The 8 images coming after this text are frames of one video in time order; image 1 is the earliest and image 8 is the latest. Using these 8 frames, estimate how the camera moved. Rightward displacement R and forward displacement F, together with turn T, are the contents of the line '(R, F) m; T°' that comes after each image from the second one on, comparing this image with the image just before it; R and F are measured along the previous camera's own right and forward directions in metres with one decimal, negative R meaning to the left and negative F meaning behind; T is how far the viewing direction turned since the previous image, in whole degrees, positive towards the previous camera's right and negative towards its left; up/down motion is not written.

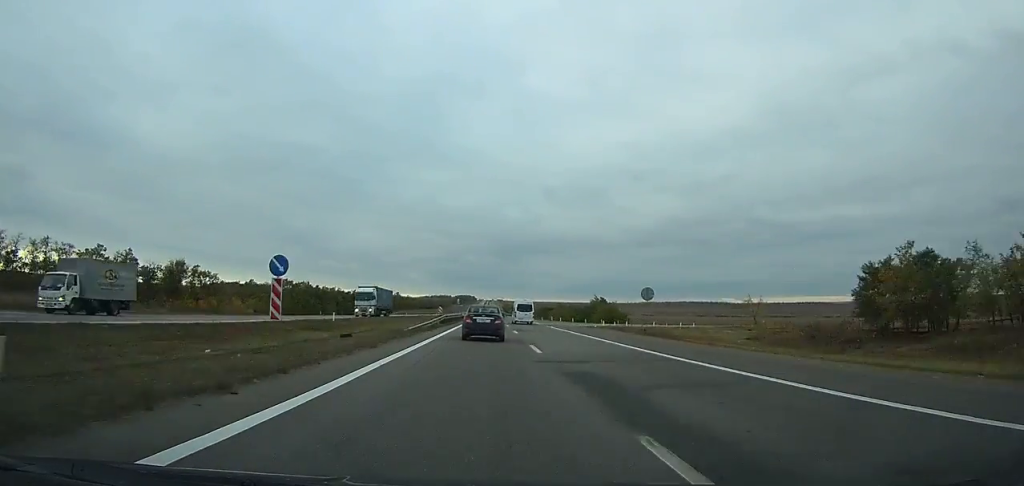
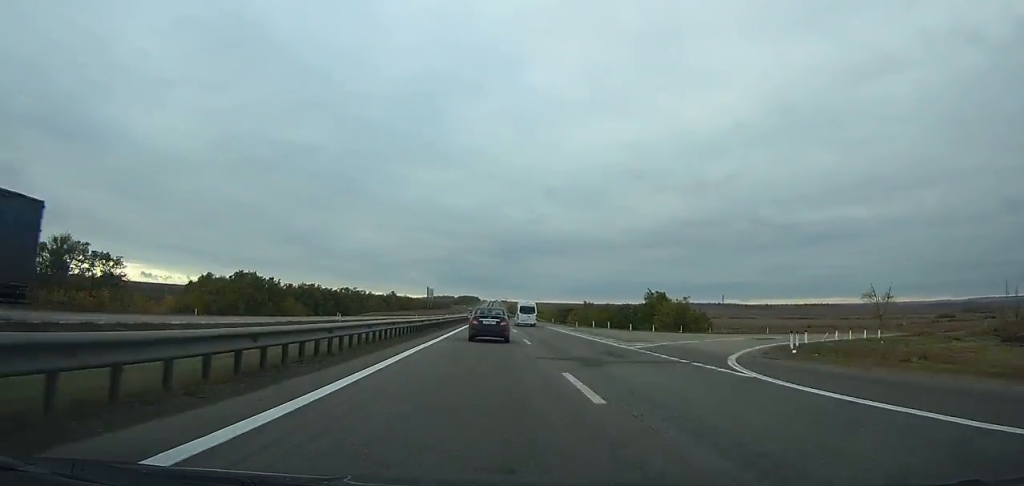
(+0.1, +42.4) m; 0°
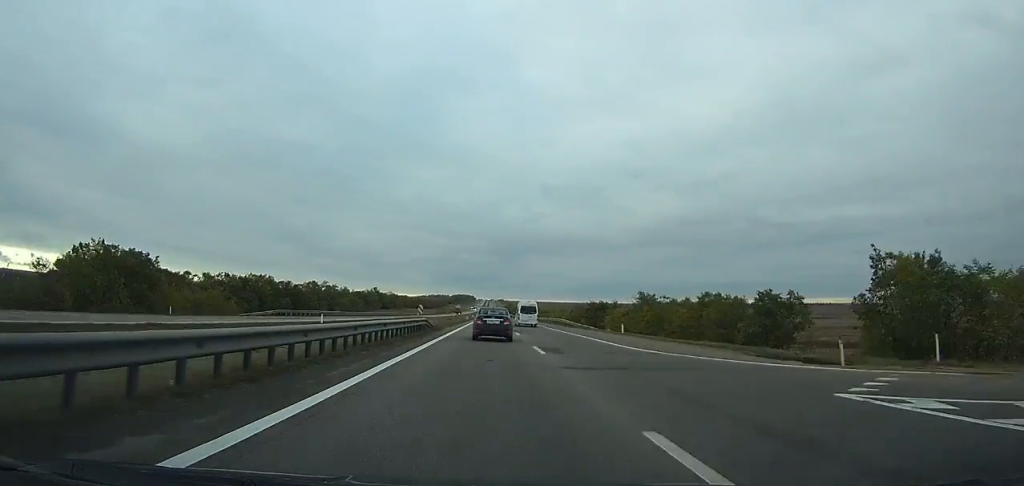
(-0.1, +52.5) m; 0°
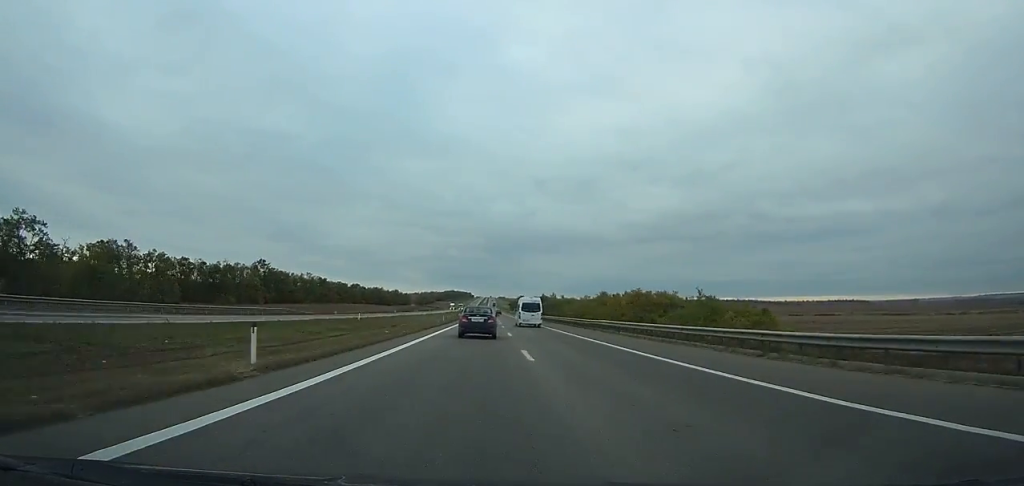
(-0.1, +194.8) m; 0°
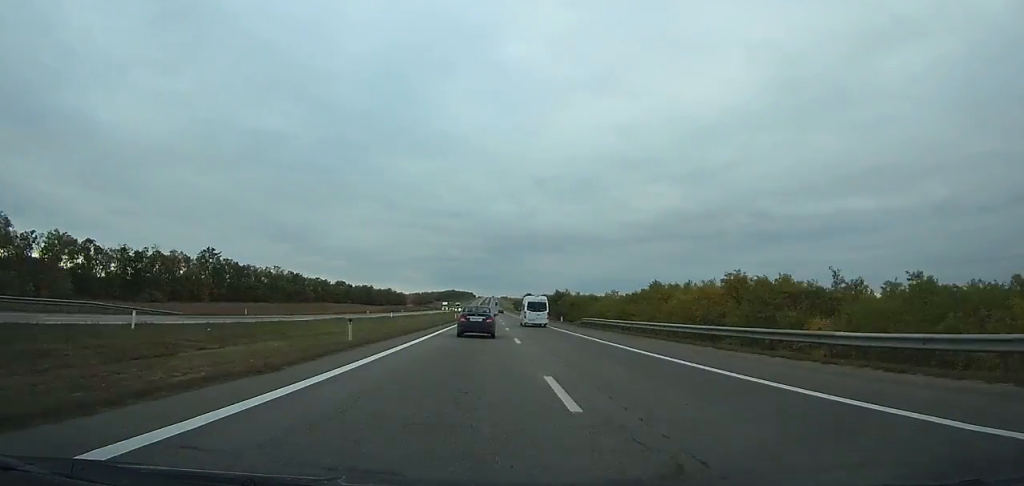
(0.0, +39.7) m; 0°
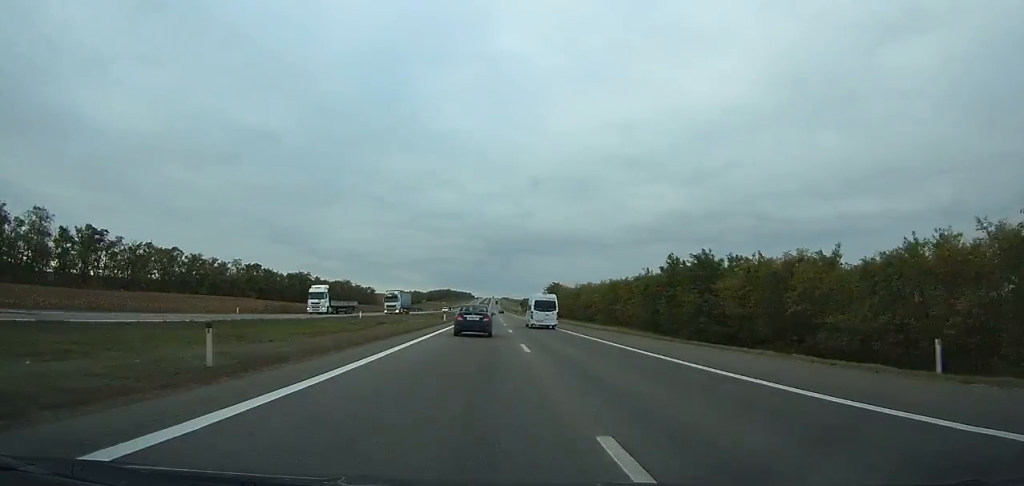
(-0.2, +111.6) m; 0°
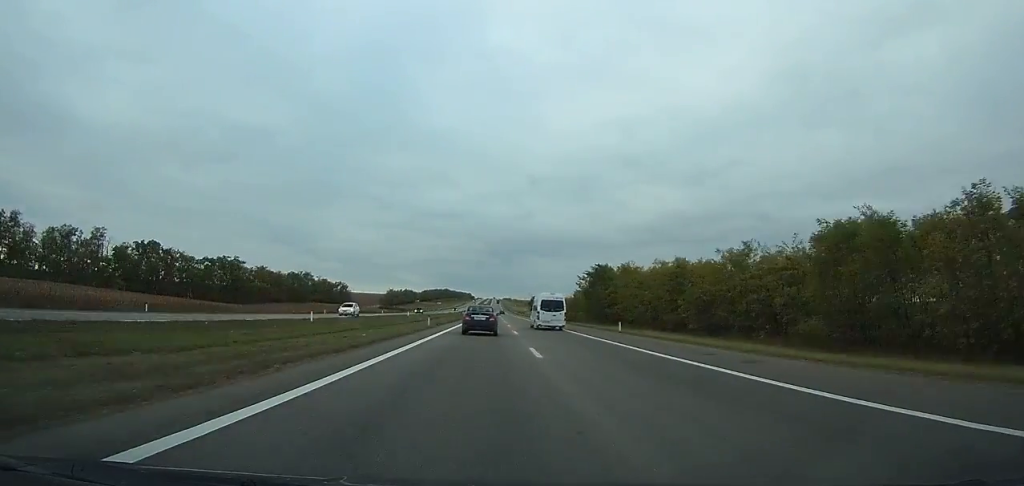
(-0.1, +63.5) m; 0°
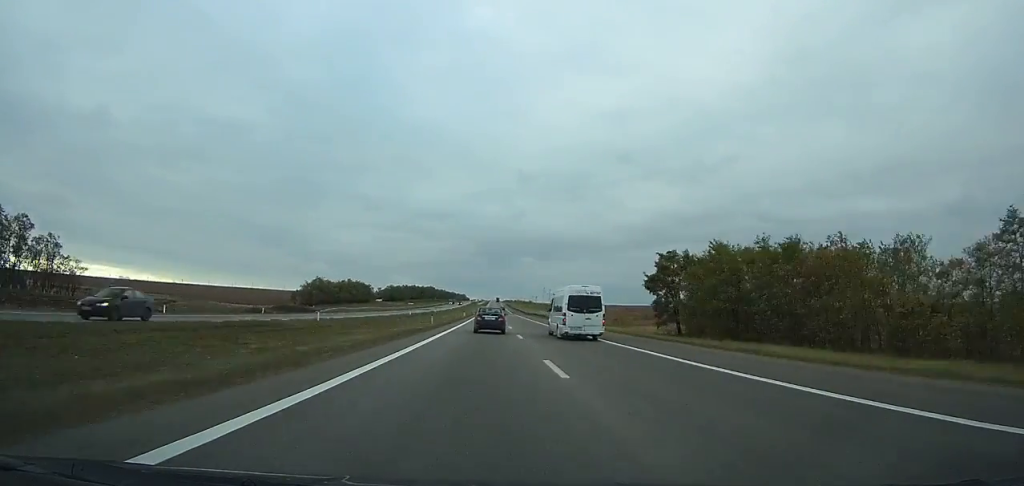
(+0.3, +200.1) m; 0°
